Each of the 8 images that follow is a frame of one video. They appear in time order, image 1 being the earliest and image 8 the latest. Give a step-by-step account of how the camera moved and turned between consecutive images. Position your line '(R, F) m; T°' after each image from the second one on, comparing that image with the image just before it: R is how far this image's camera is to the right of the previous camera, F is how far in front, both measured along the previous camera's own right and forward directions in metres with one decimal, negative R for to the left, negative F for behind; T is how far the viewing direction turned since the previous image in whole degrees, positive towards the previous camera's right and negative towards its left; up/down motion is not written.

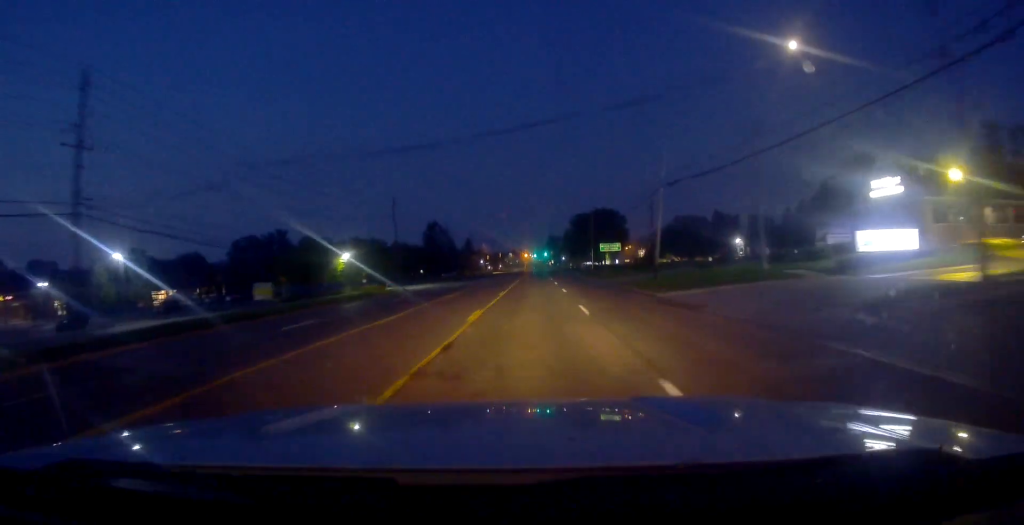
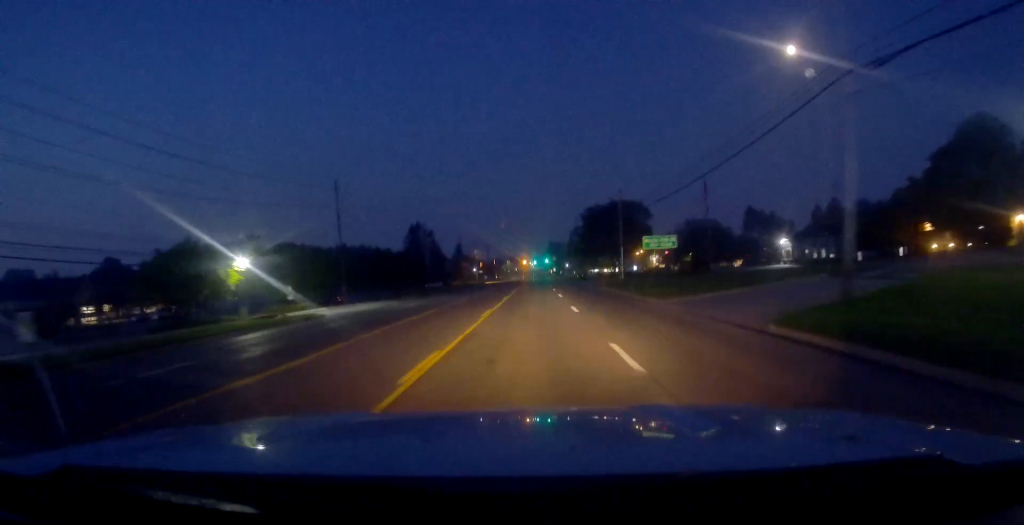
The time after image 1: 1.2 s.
(-0.7, +25.5) m; 0°
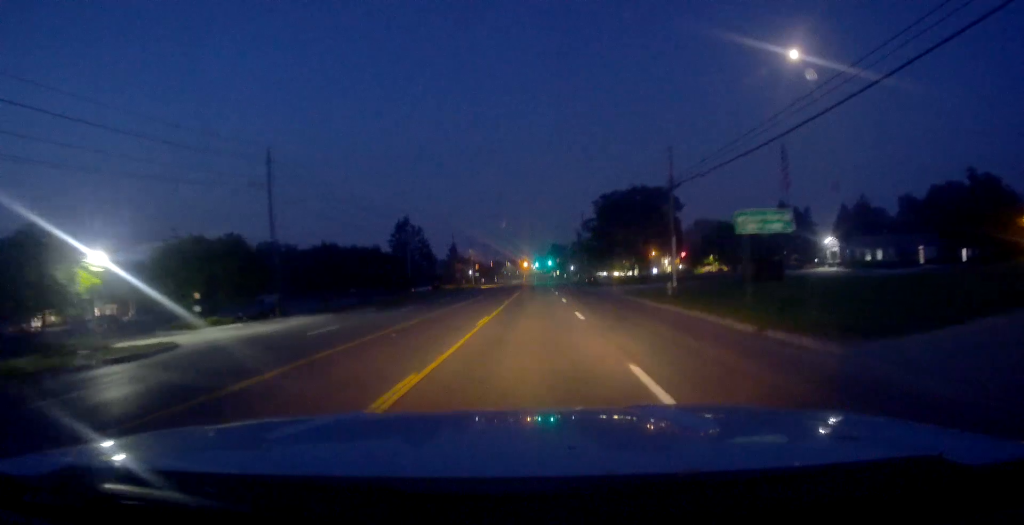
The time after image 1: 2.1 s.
(+0.3, +17.2) m; +1°
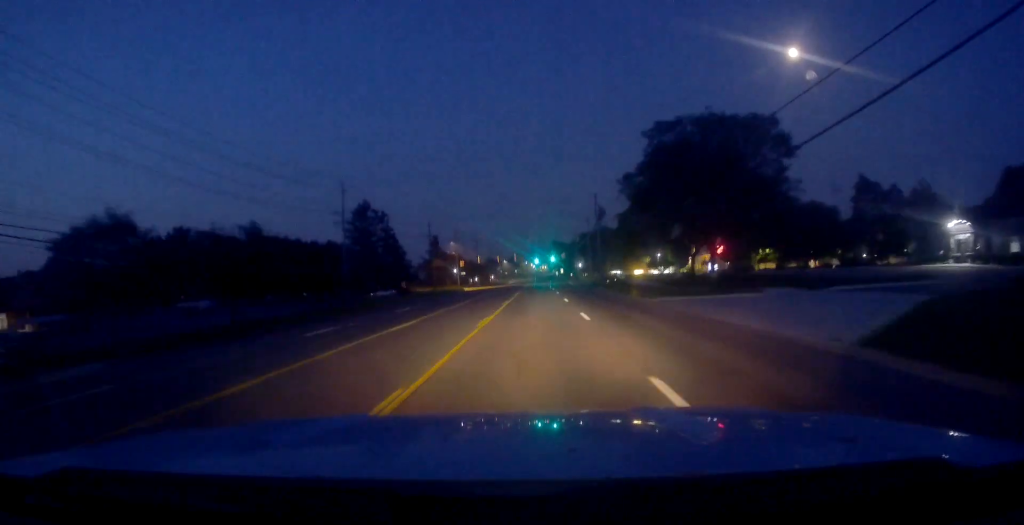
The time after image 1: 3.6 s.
(+0.2, +31.6) m; +1°
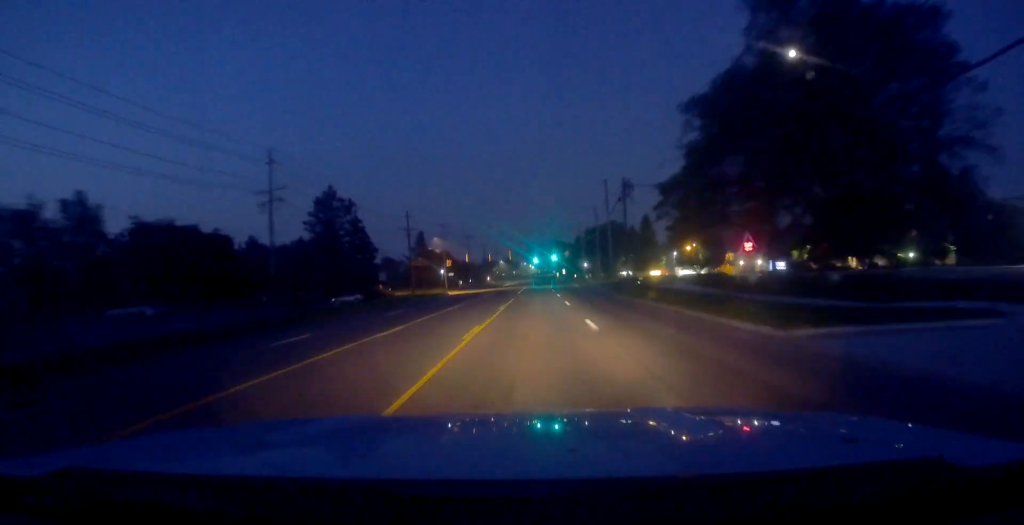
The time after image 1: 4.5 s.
(+0.3, +18.7) m; -1°
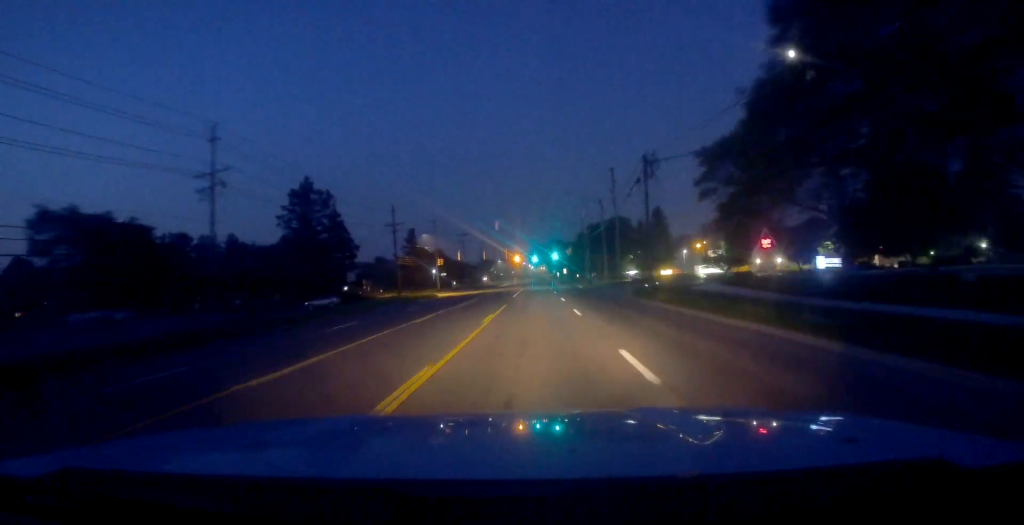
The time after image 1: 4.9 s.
(-0.1, +9.1) m; -1°
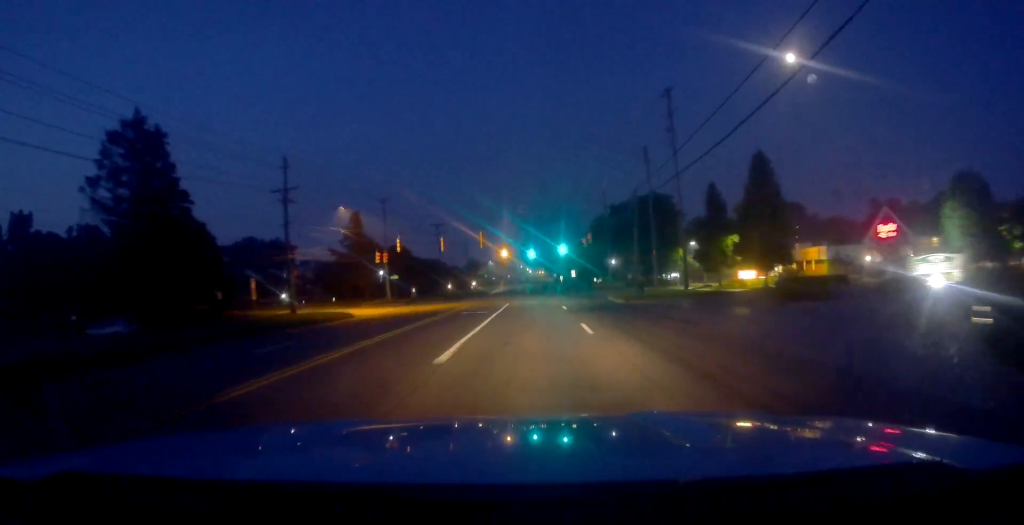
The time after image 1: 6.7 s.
(-0.9, +37.8) m; +1°
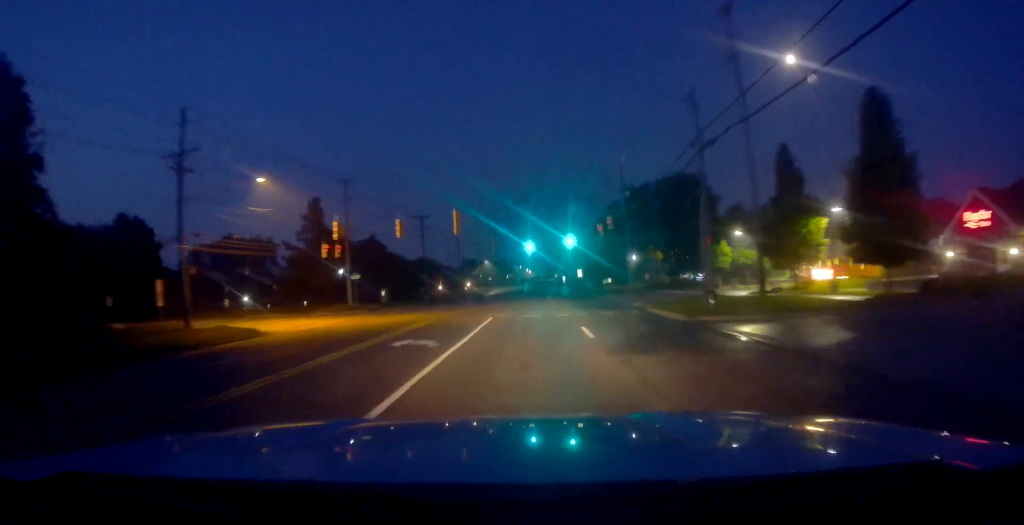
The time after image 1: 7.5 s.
(+0.6, +15.9) m; +1°
